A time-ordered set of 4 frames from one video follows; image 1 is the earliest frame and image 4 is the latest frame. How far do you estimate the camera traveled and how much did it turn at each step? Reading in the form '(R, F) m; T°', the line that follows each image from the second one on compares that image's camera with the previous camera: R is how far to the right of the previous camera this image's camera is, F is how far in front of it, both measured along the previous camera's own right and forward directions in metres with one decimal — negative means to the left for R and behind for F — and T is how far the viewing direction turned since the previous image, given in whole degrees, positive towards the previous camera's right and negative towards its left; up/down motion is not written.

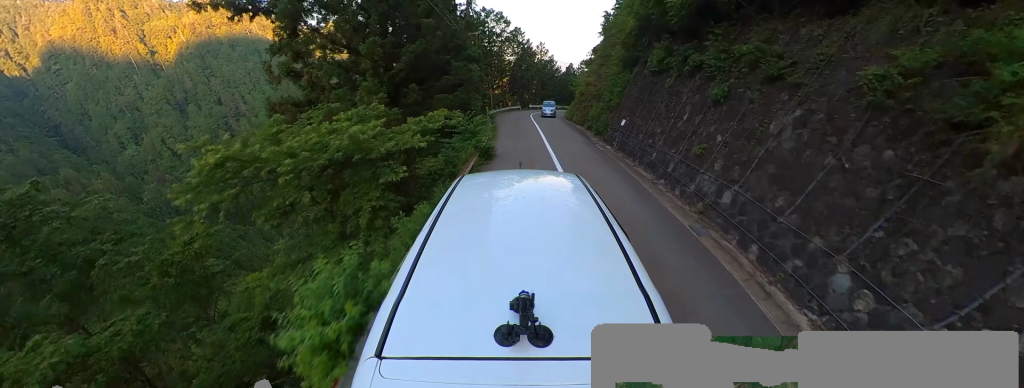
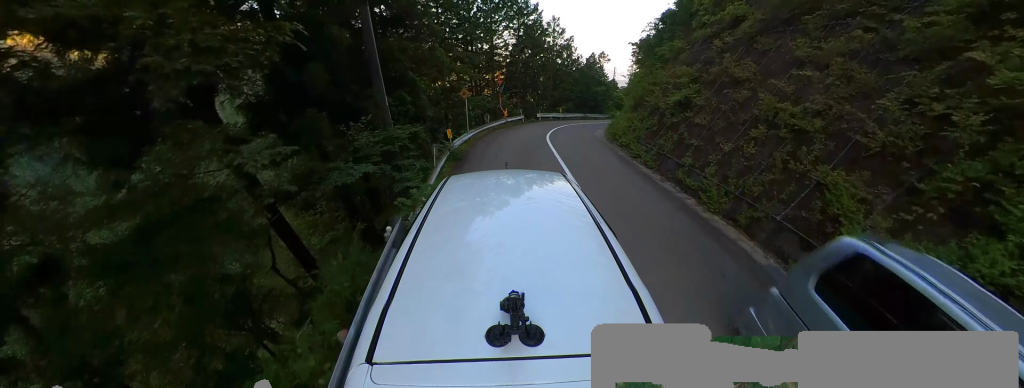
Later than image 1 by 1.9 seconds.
(-1.5, +16.4) m; -7°
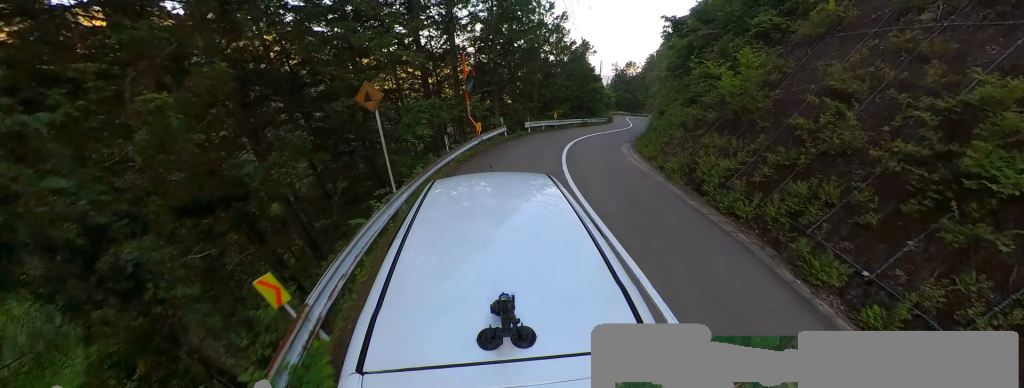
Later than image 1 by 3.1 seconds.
(+1.0, +9.0) m; +10°
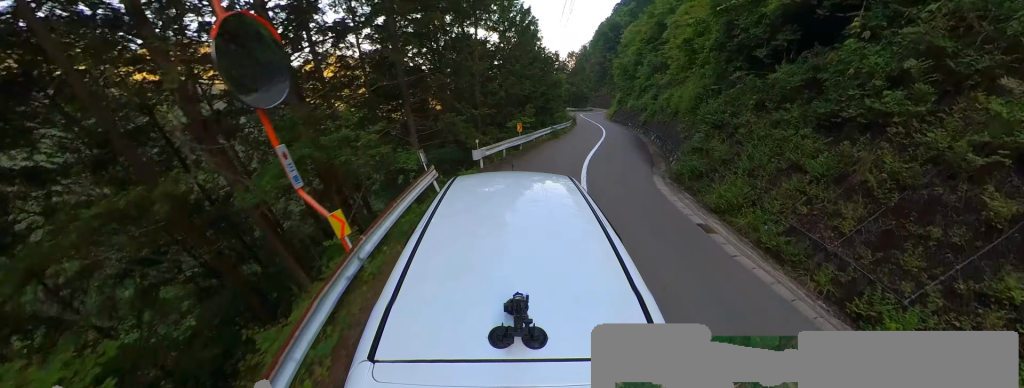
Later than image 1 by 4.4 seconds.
(+0.4, +9.3) m; +8°
